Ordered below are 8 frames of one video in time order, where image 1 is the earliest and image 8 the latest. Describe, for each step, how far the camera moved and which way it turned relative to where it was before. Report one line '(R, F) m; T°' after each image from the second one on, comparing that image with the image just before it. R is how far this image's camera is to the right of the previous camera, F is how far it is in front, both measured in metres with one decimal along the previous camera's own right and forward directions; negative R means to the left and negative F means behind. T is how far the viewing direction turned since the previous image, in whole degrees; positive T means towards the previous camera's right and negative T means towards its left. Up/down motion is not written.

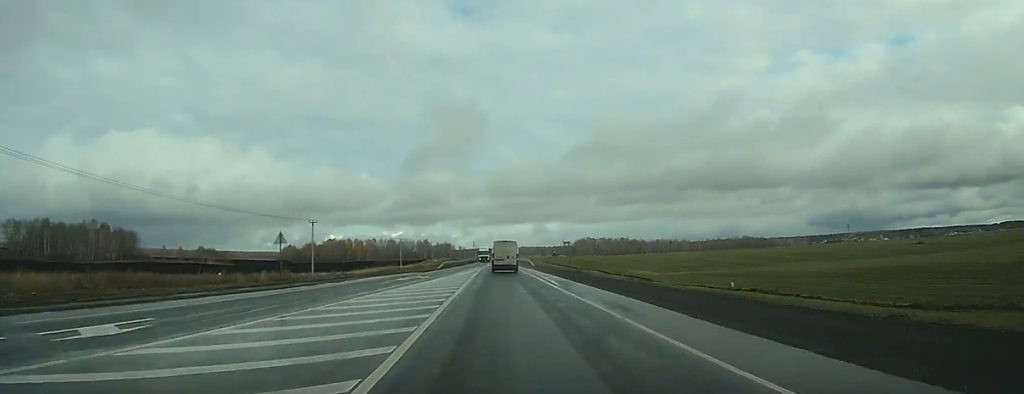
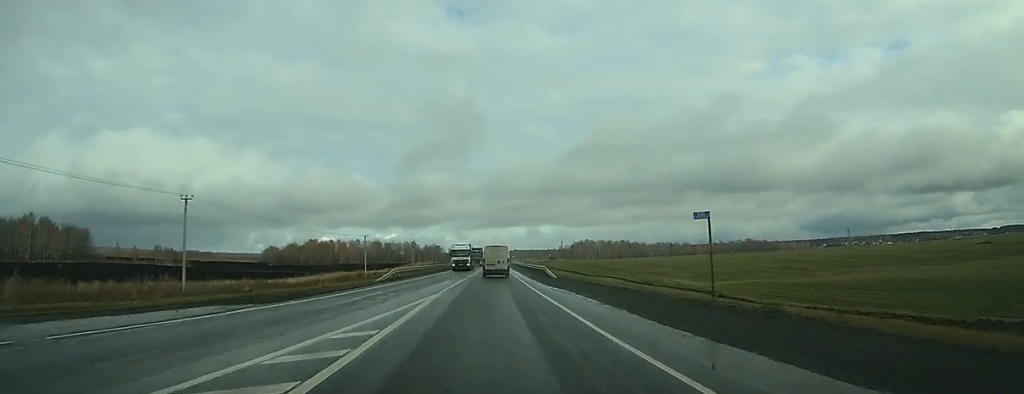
(+3.2, +40.4) m; +4°
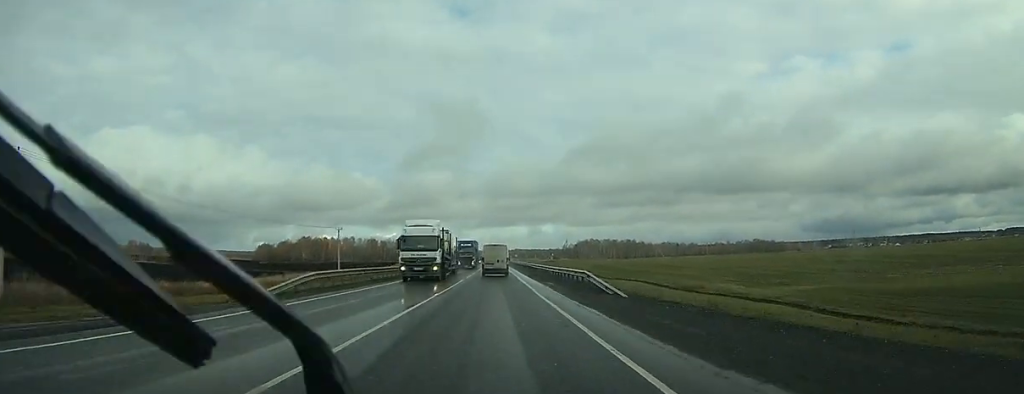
(-0.2, +25.0) m; 0°
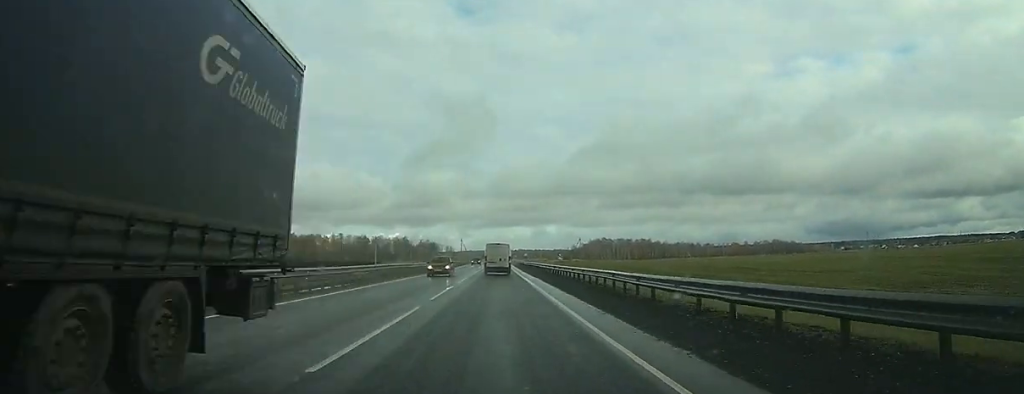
(0.0, +50.5) m; 0°
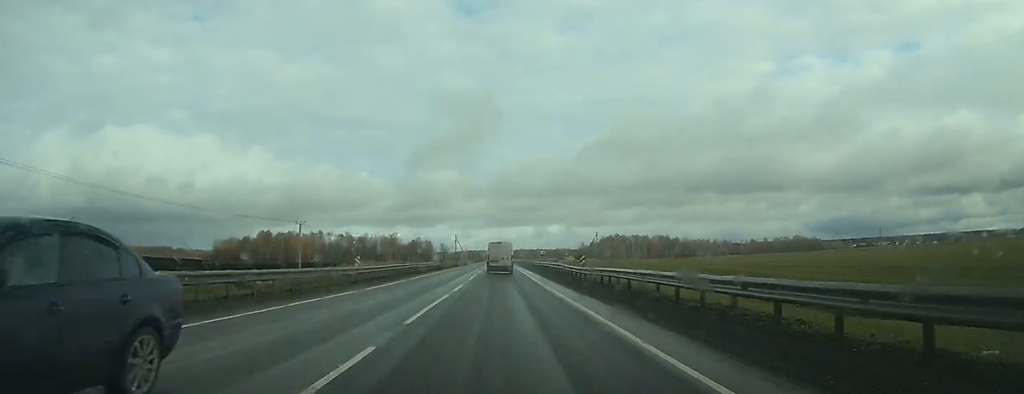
(+0.3, +54.5) m; +1°
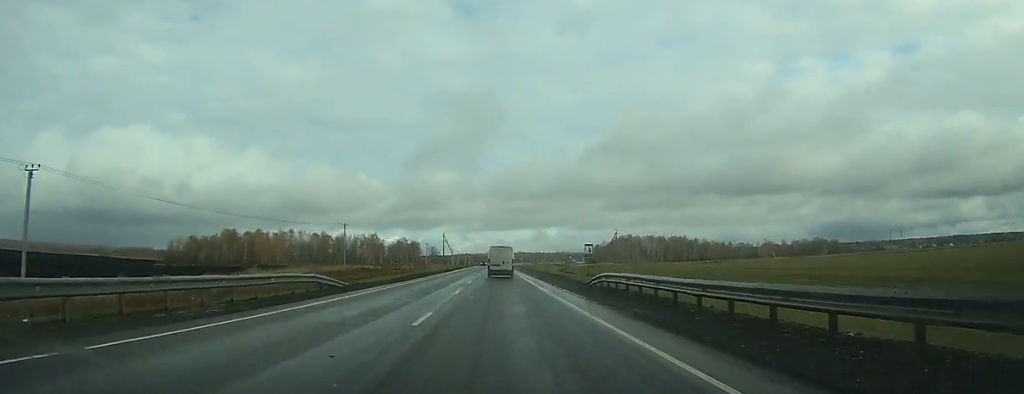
(+0.1, +51.8) m; 0°
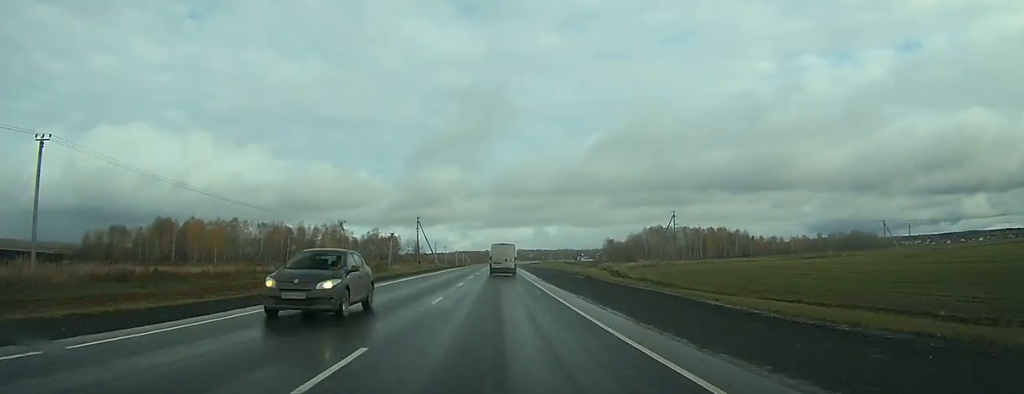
(-0.2, +81.5) m; 0°
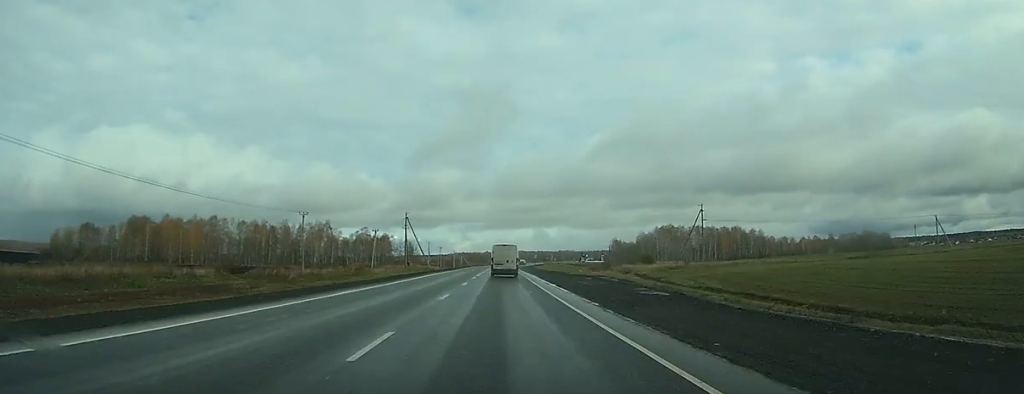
(0.0, +22.8) m; 0°
